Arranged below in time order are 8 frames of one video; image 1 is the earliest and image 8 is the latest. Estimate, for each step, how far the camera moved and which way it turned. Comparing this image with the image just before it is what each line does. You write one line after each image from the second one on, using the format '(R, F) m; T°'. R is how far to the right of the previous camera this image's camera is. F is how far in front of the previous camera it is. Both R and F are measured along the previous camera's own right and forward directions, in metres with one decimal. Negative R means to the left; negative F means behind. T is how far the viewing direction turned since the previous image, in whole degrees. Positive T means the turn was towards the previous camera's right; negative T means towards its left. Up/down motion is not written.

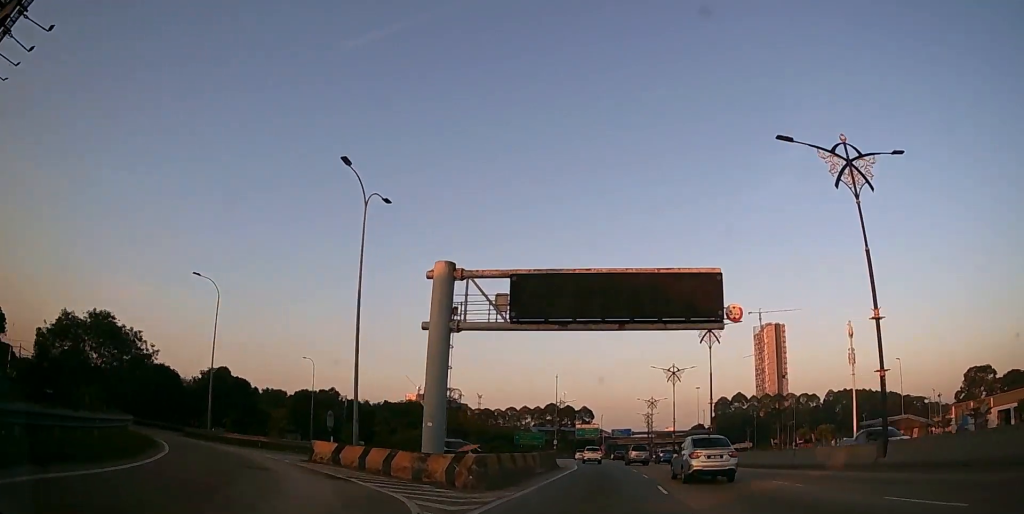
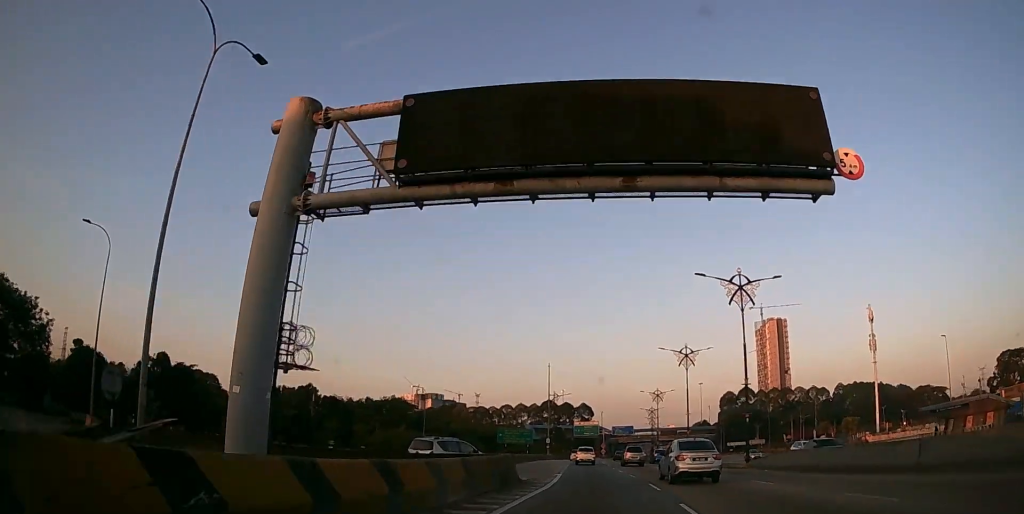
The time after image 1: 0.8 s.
(+0.2, +12.8) m; +1°
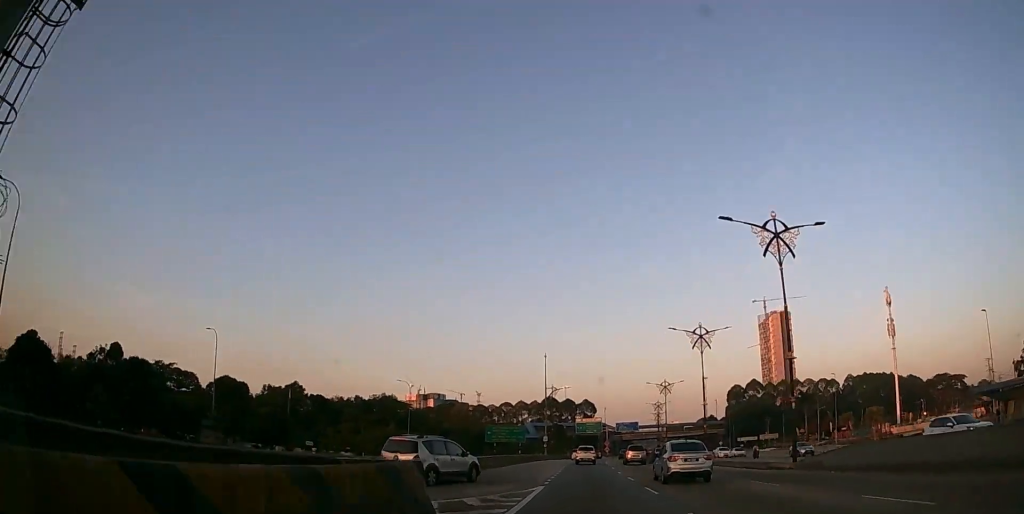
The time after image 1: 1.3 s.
(+0.1, +8.8) m; 0°
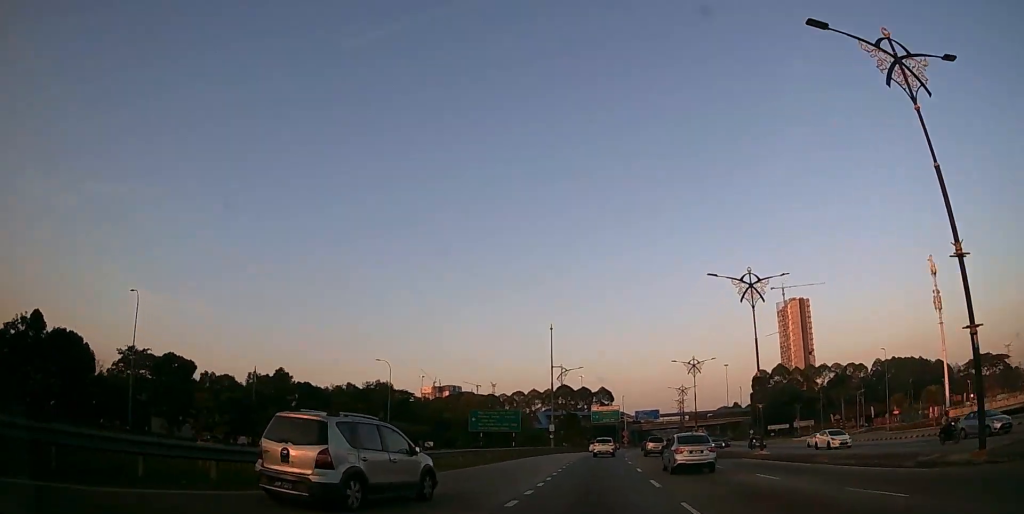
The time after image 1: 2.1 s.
(0.0, +13.8) m; 0°
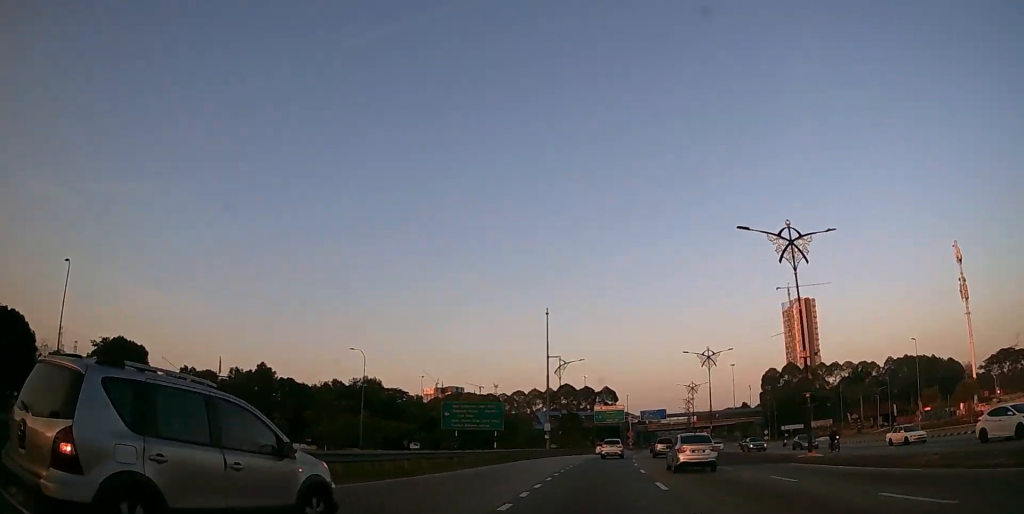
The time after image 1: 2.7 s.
(0.0, +8.8) m; -1°
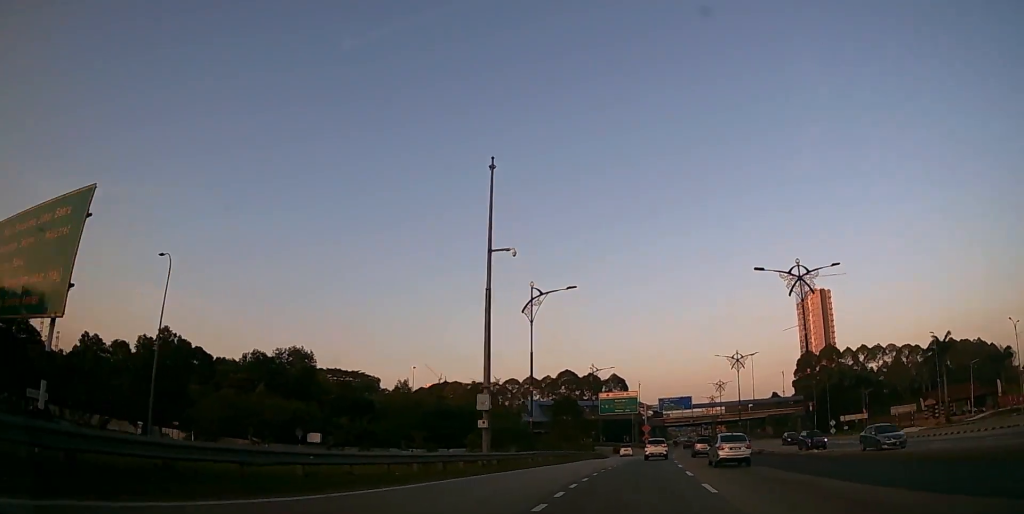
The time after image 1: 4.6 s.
(-0.8, +31.9) m; -2°
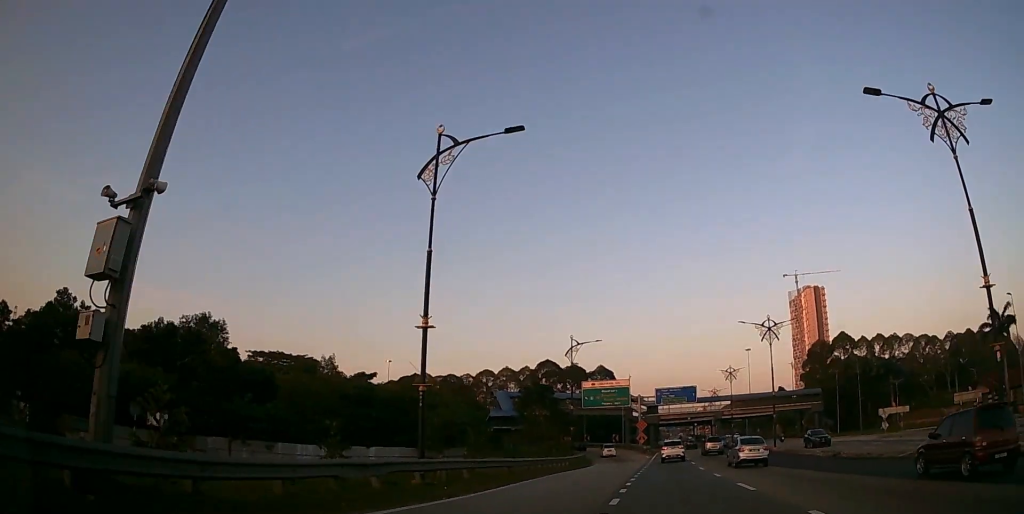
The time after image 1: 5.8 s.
(0.0, +21.2) m; +1°
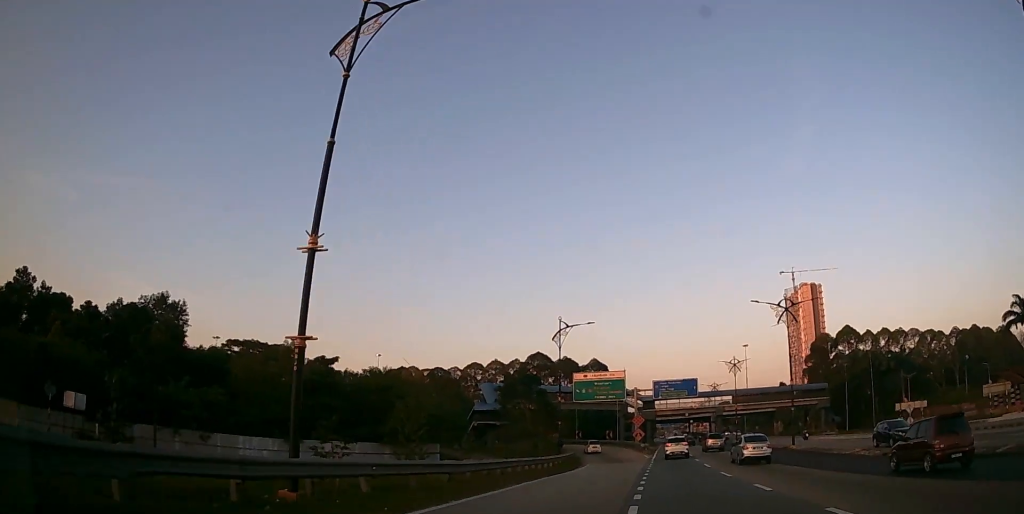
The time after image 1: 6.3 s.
(+0.1, +7.2) m; 0°
